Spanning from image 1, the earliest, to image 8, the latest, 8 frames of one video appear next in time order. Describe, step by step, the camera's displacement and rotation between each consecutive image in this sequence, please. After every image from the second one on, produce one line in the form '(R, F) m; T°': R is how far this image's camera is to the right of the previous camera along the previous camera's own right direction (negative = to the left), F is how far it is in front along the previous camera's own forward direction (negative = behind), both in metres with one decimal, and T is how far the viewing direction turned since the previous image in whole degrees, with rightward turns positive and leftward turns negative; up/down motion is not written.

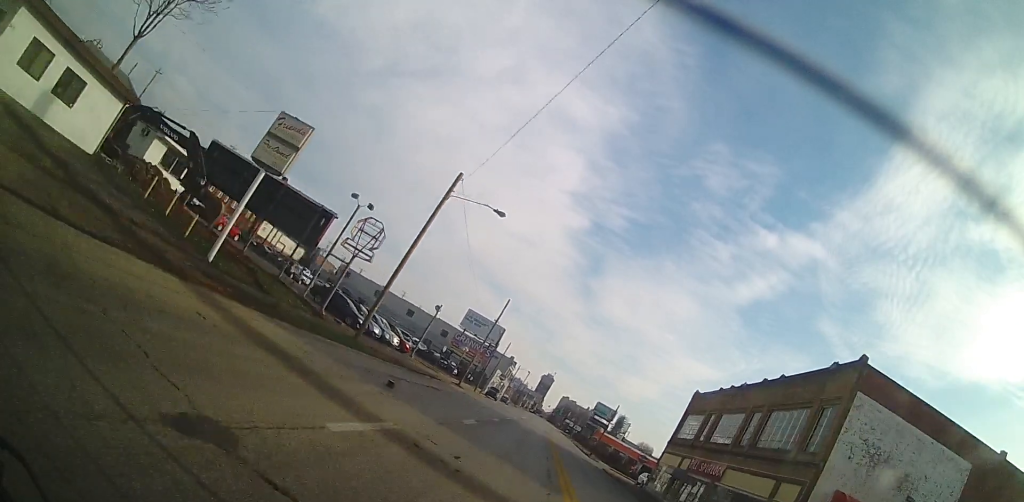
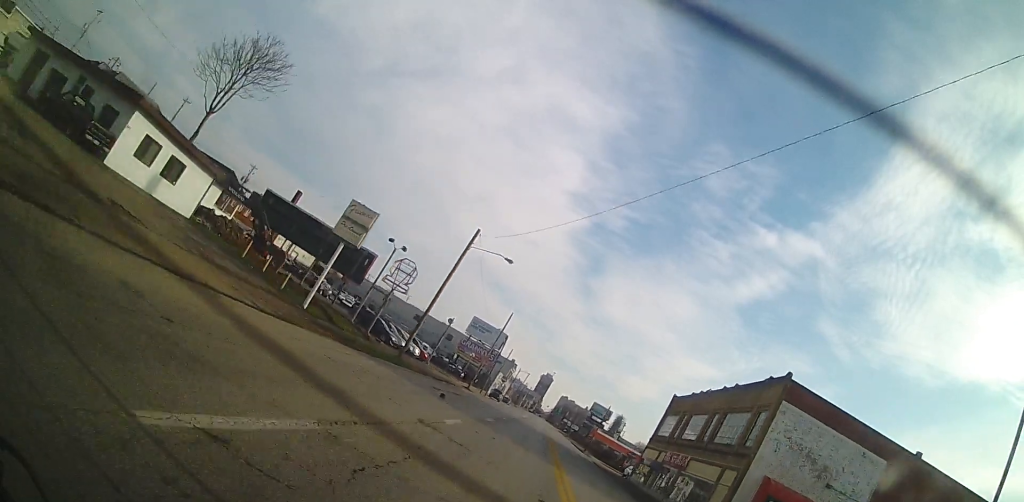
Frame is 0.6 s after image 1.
(0.0, +8.6) m; 0°
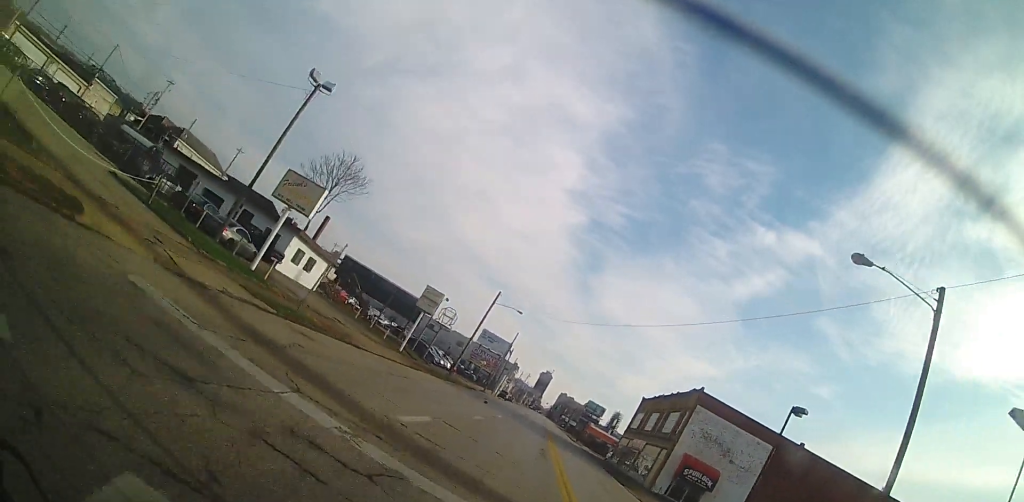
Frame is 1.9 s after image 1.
(-0.2, +18.6) m; +1°
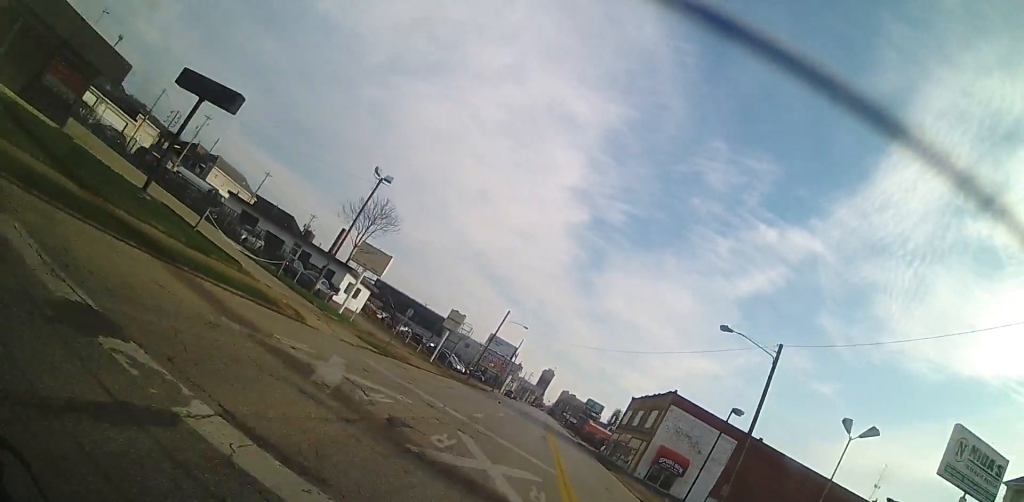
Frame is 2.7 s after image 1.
(+0.2, +10.9) m; 0°
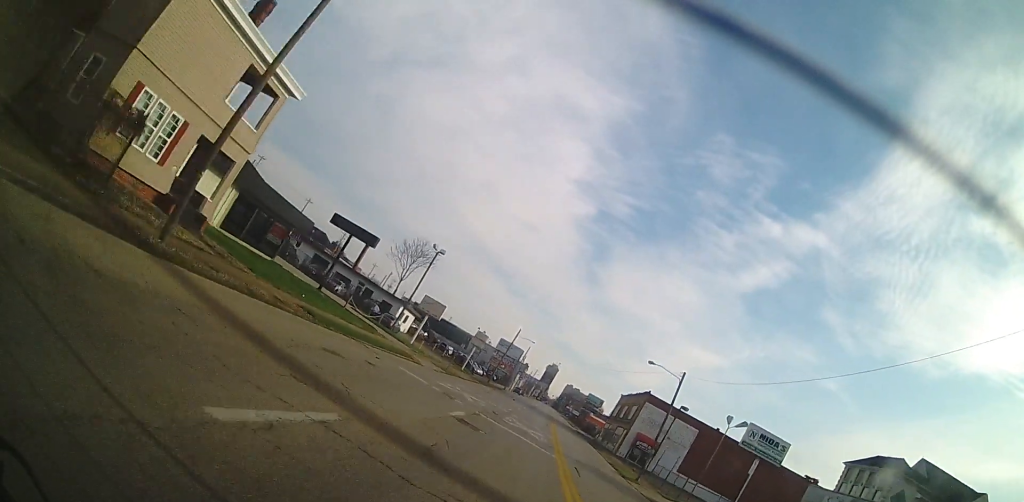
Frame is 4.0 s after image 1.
(-0.5, +17.8) m; -2°
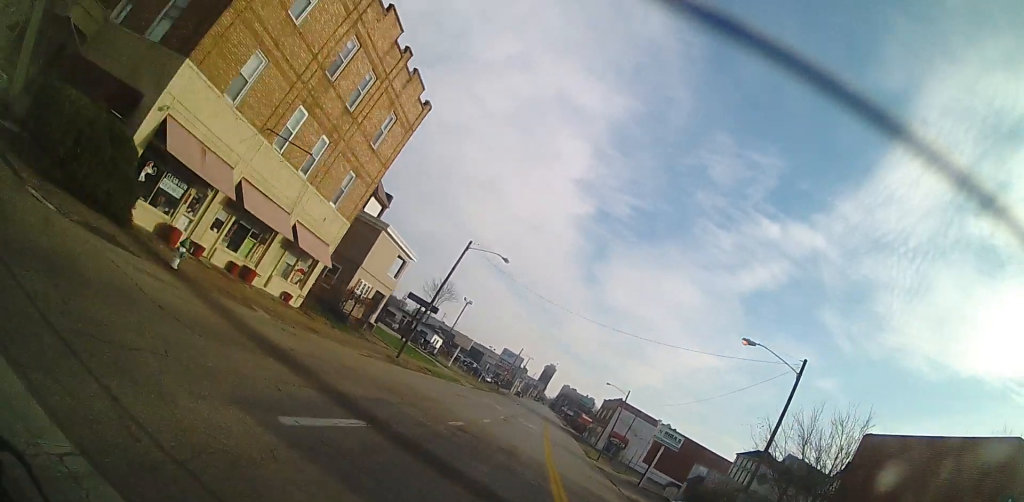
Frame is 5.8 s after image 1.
(+1.2, +24.4) m; +5°
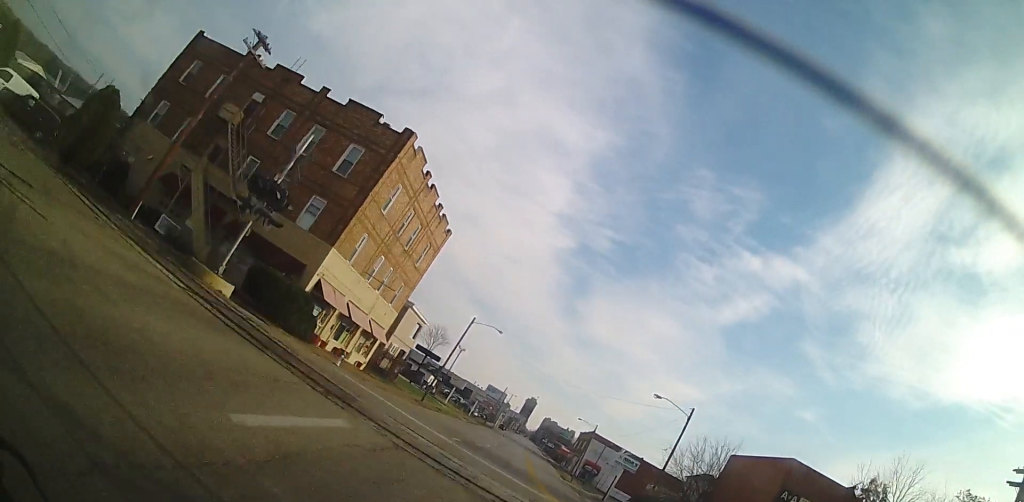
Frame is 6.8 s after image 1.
(+0.2, +14.2) m; 0°
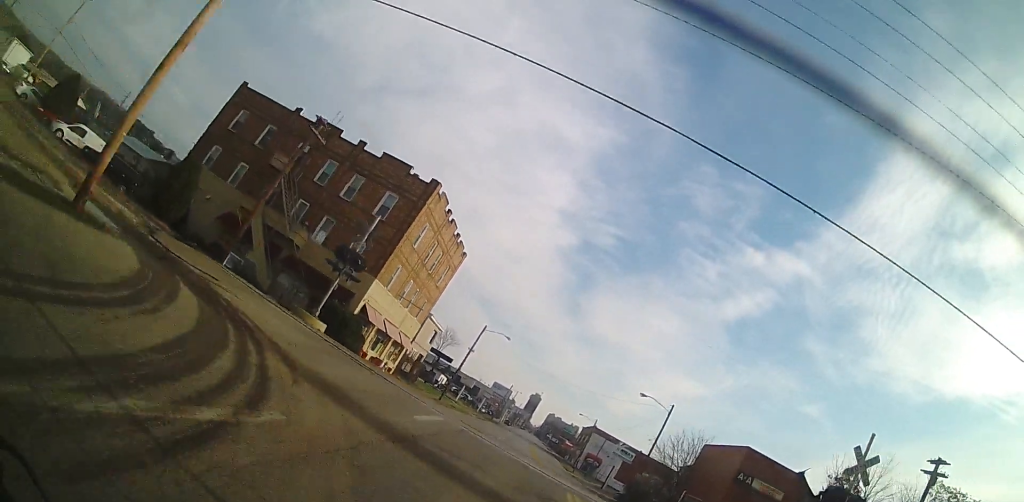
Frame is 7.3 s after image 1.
(0.0, +6.8) m; 0°
